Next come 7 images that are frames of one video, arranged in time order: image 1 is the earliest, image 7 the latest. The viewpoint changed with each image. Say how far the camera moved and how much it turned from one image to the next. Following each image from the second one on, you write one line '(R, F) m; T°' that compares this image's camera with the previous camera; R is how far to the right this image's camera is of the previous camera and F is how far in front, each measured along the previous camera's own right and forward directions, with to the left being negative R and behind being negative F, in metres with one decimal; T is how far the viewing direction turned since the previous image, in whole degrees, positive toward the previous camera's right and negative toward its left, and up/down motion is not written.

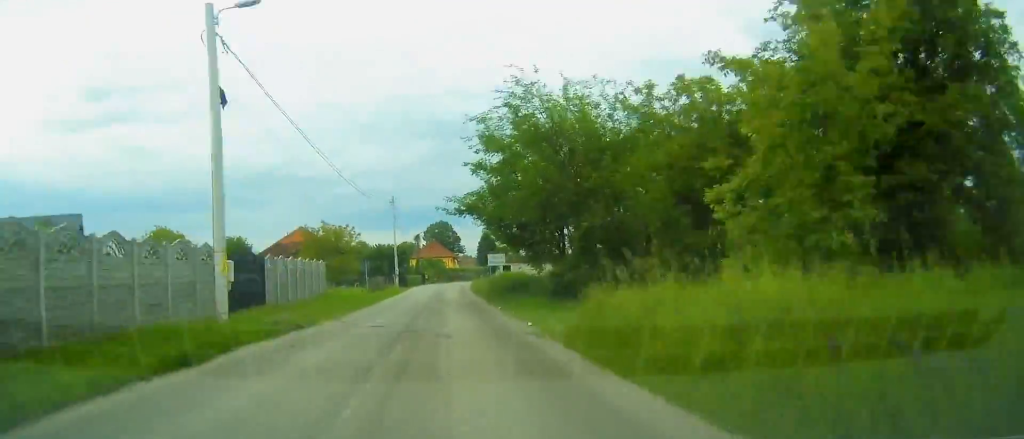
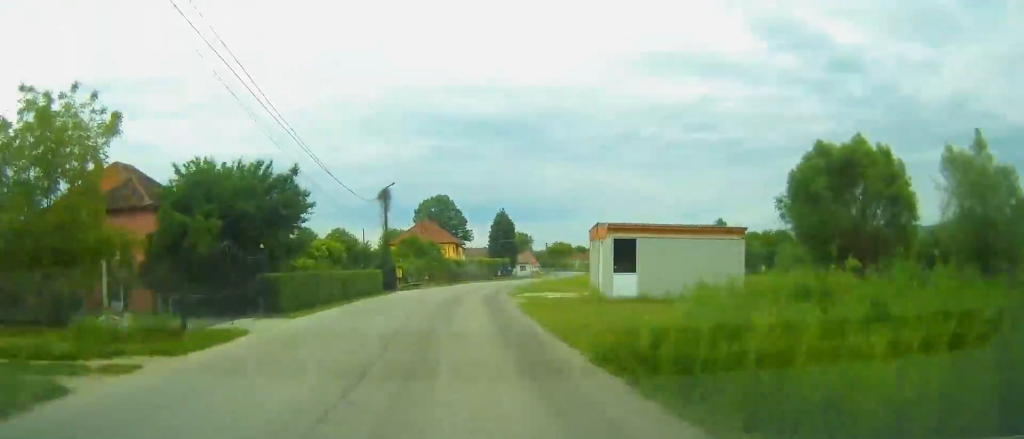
(+2.6, +54.1) m; +6°
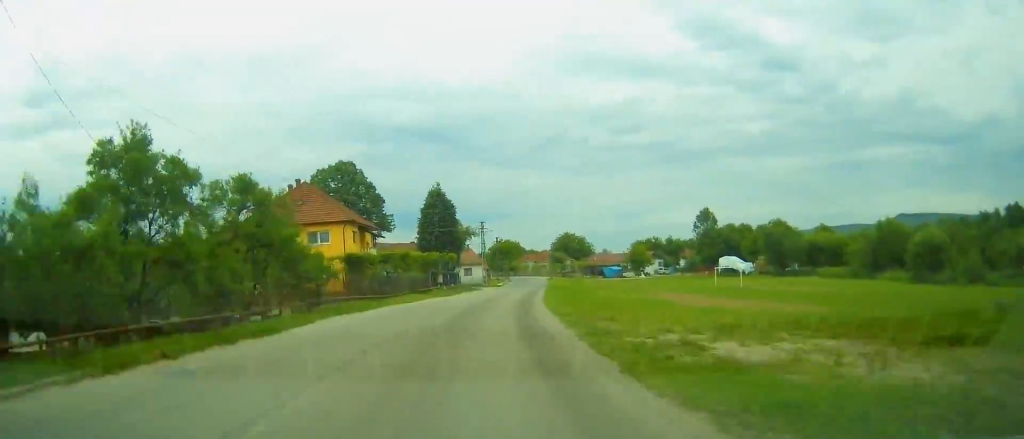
(+1.7, +46.6) m; +5°
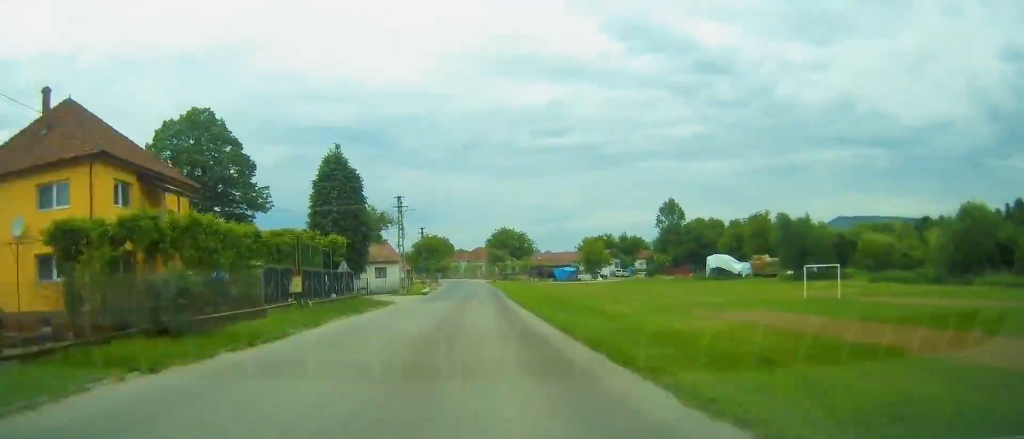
(+1.7, +28.5) m; +3°
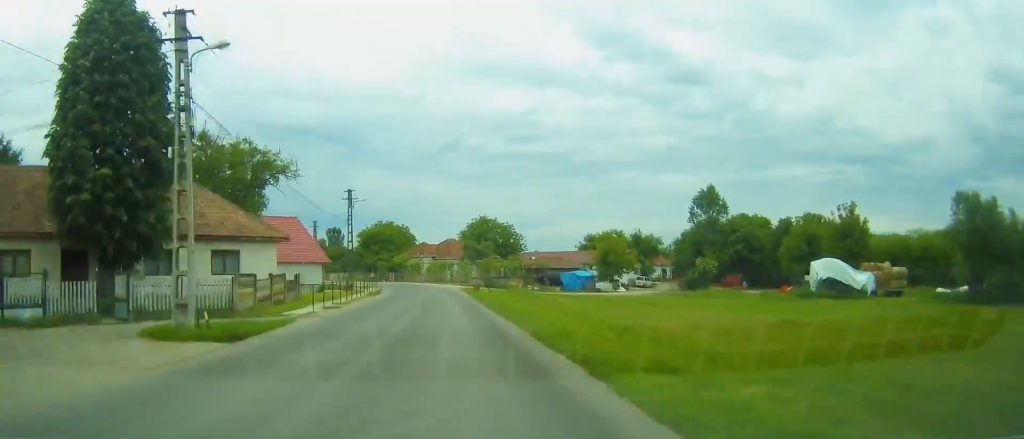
(+0.9, +38.7) m; -4°
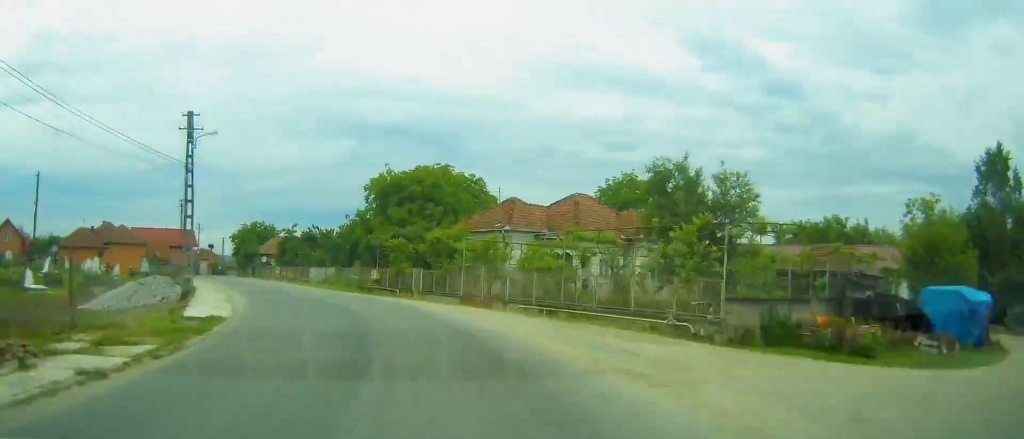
(-5.2, +57.4) m; -13°
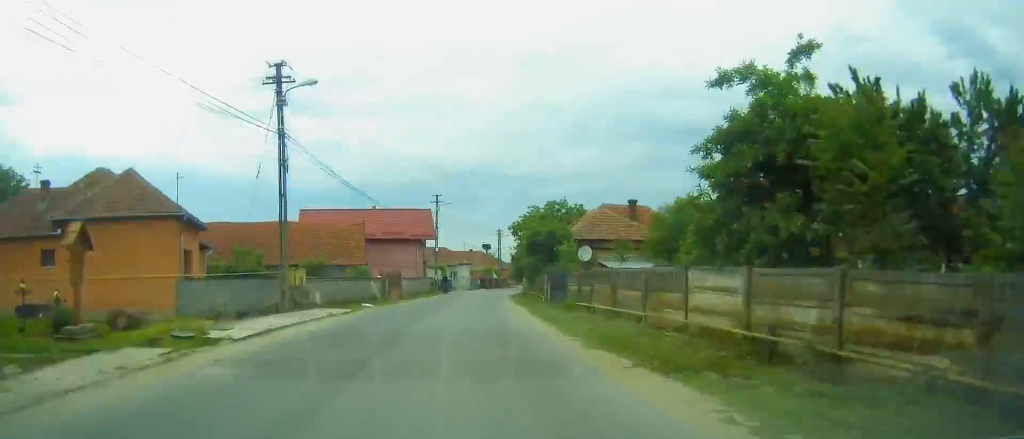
(-7.2, +52.8) m; -7°
